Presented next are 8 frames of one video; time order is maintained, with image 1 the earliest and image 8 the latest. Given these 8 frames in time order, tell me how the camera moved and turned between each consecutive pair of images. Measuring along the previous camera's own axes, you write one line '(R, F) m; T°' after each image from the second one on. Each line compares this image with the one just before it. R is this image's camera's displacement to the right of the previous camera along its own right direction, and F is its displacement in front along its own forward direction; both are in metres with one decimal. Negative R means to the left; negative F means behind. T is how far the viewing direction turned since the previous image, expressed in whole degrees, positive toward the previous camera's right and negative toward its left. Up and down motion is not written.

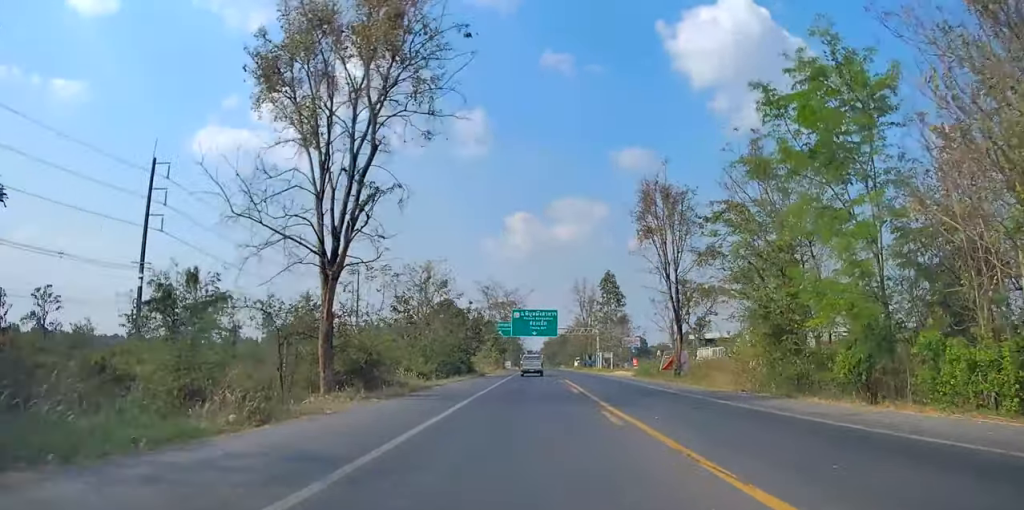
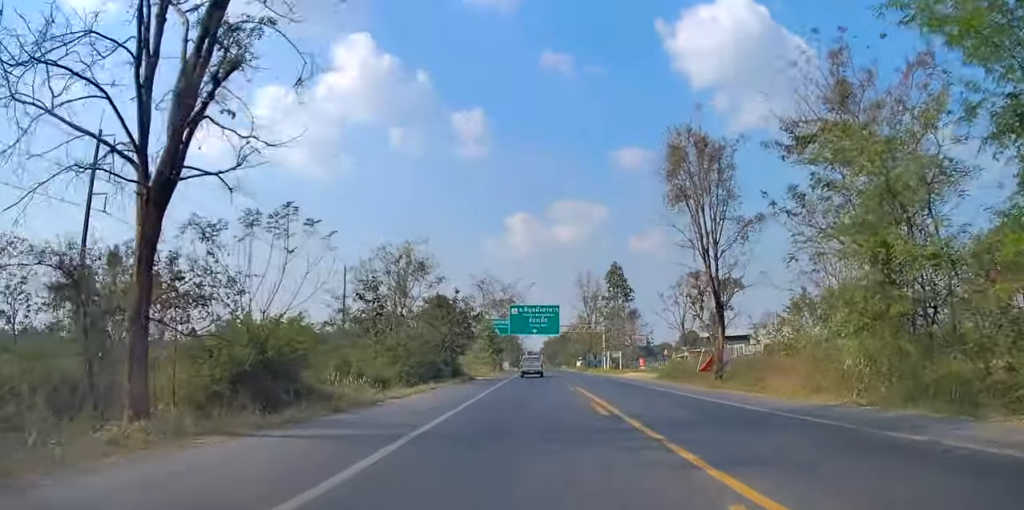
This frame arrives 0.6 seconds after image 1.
(0.0, +9.7) m; 0°
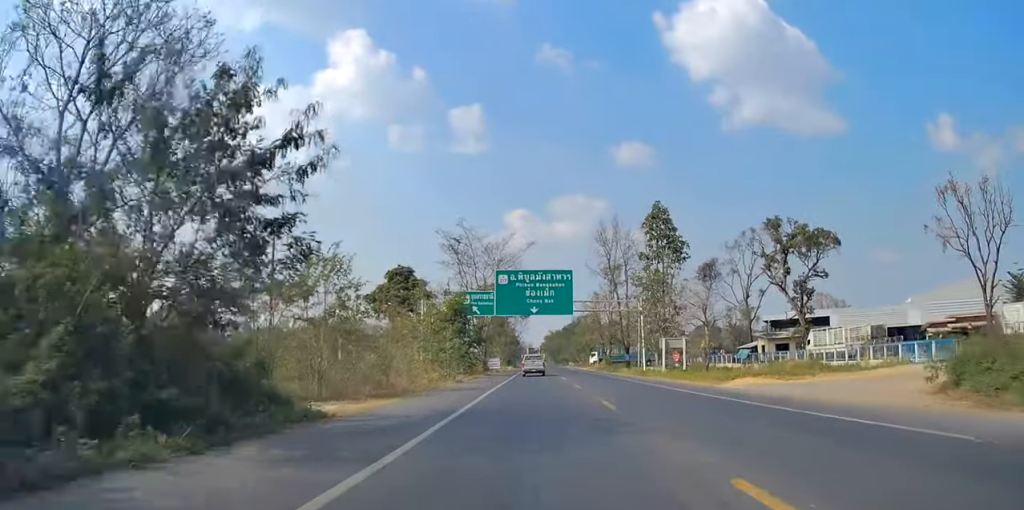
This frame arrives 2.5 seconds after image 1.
(+0.3, +34.9) m; +1°
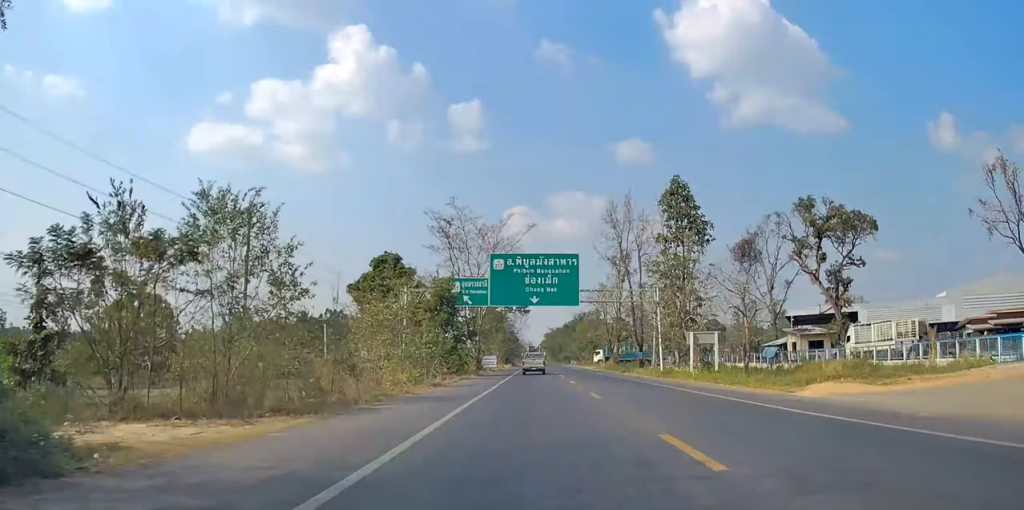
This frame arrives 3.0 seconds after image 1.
(0.0, +9.0) m; 0°
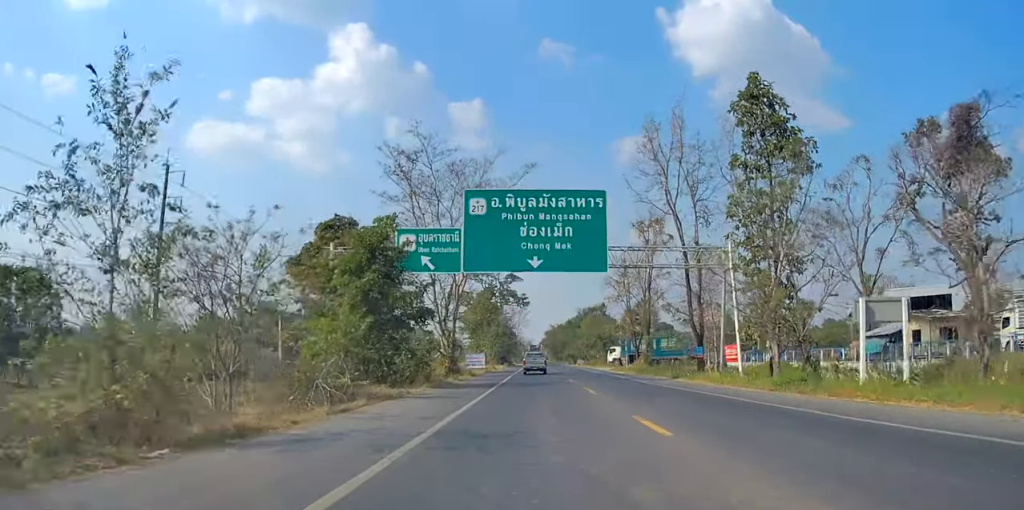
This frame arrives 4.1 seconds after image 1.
(+0.1, +21.8) m; 0°
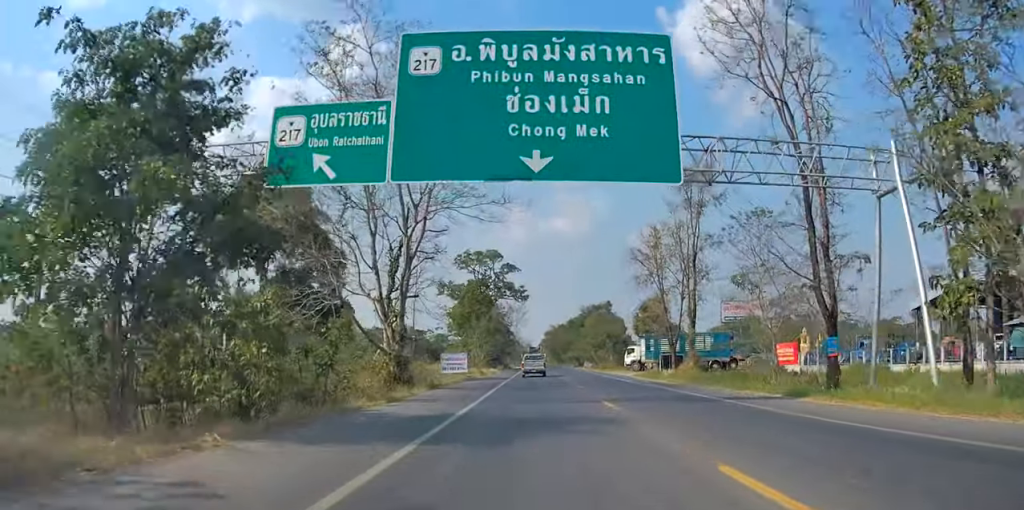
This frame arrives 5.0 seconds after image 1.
(0.0, +17.3) m; 0°
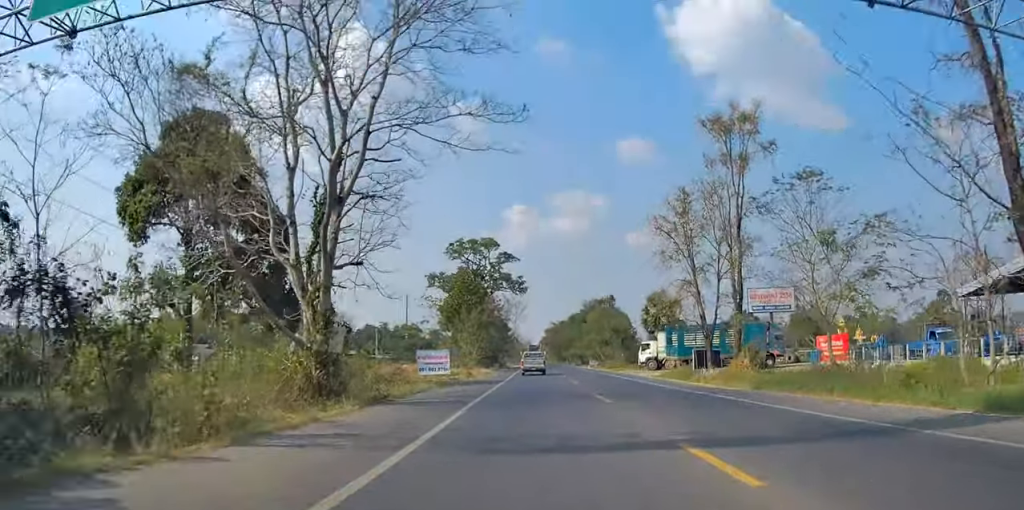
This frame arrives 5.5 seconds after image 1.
(0.0, +9.9) m; 0°
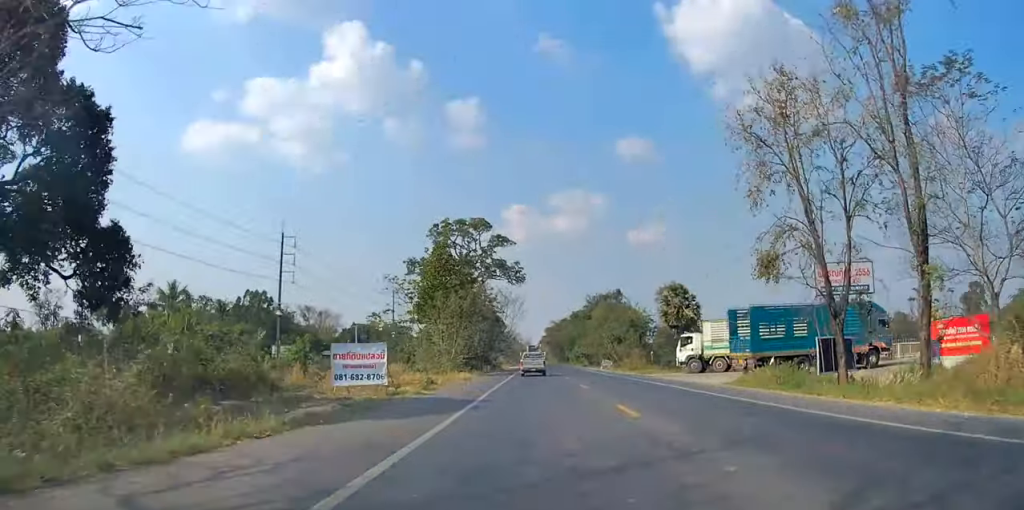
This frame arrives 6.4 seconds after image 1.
(0.0, +17.7) m; 0°
